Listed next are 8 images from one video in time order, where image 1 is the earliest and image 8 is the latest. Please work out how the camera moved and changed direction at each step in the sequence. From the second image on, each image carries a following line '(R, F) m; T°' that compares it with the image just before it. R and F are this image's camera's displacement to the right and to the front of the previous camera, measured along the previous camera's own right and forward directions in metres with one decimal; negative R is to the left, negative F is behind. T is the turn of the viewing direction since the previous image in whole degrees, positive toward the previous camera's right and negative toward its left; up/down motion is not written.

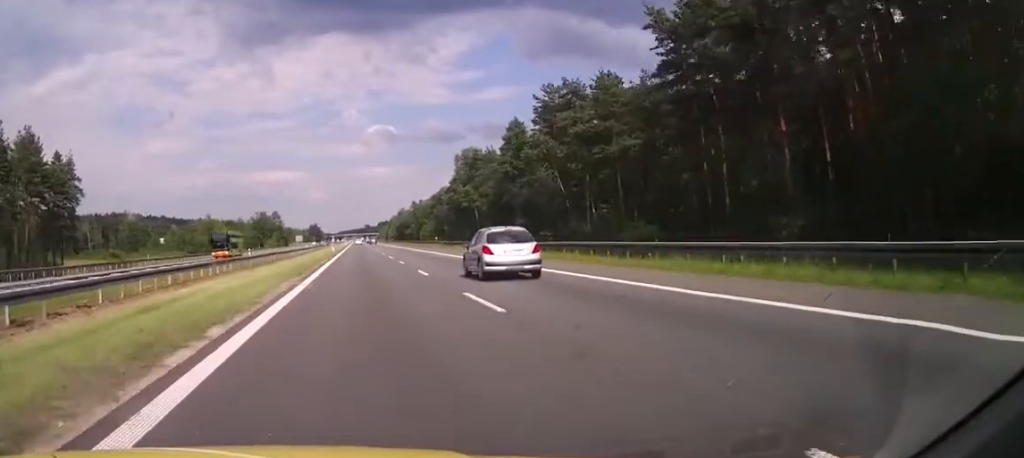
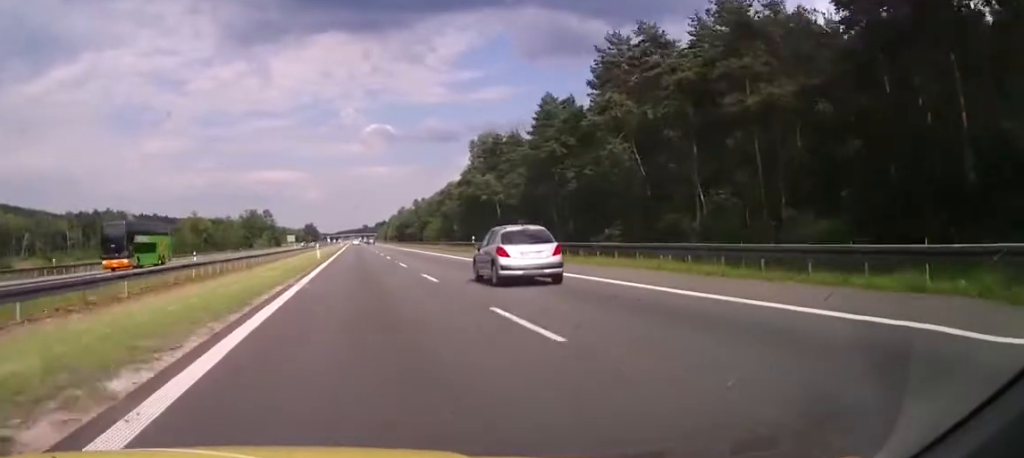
(+0.2, +26.1) m; 0°
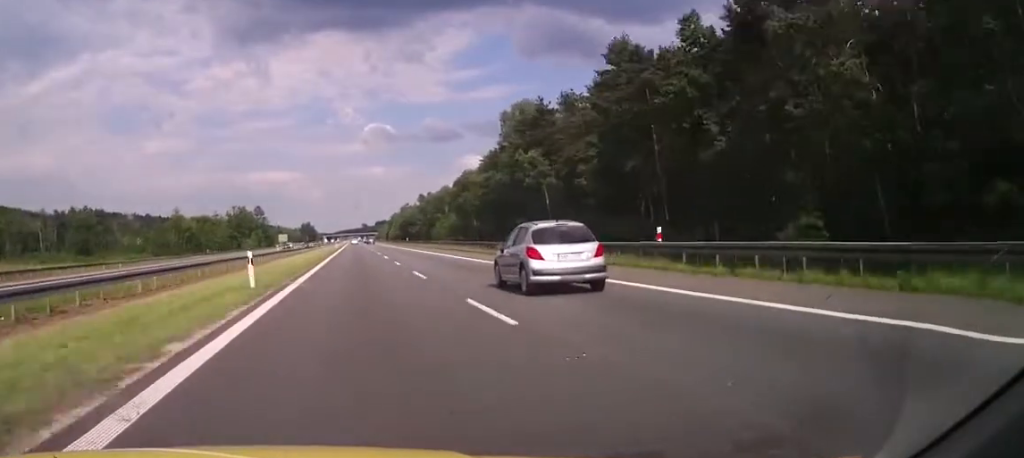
(0.0, +31.9) m; 0°
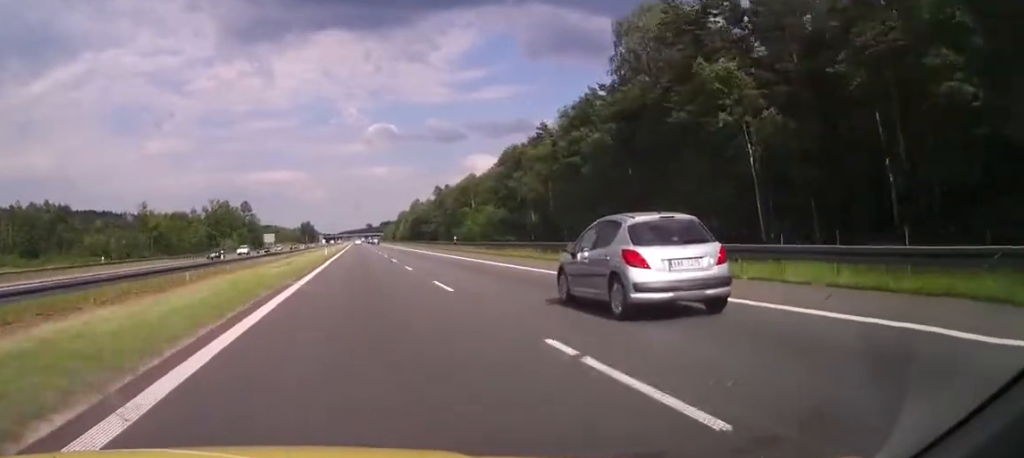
(-0.1, +49.3) m; 0°
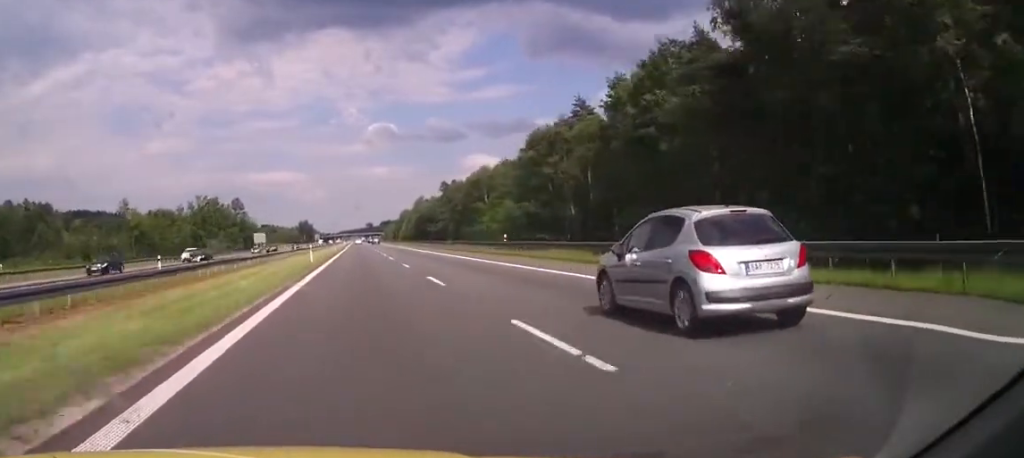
(0.0, +20.3) m; 0°
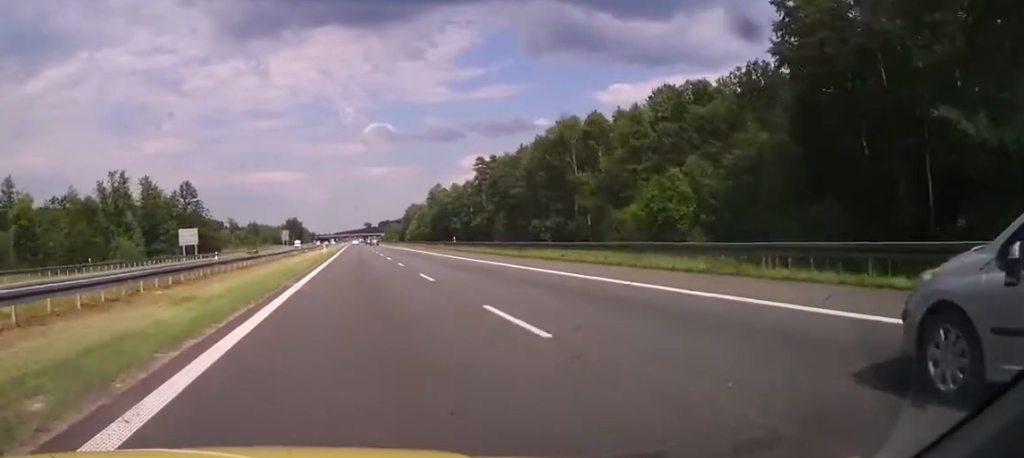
(+0.2, +84.4) m; 0°
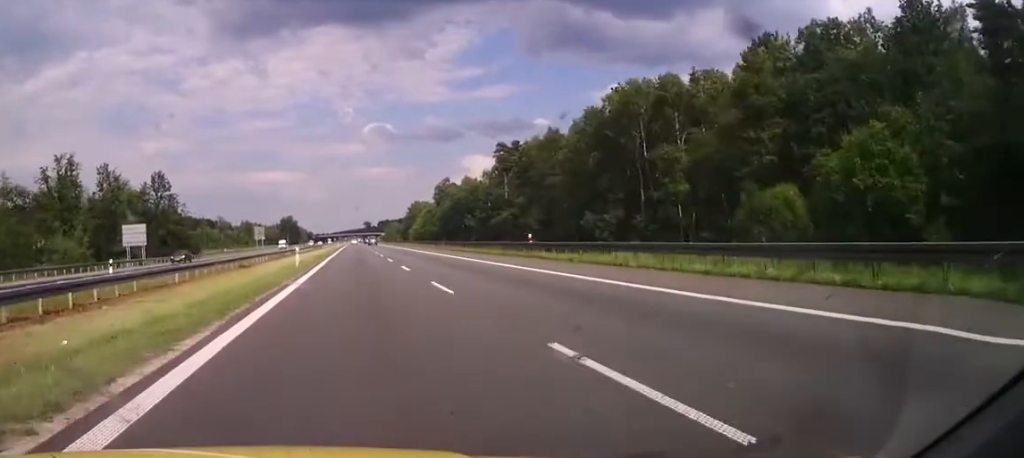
(+0.1, +29.5) m; 0°
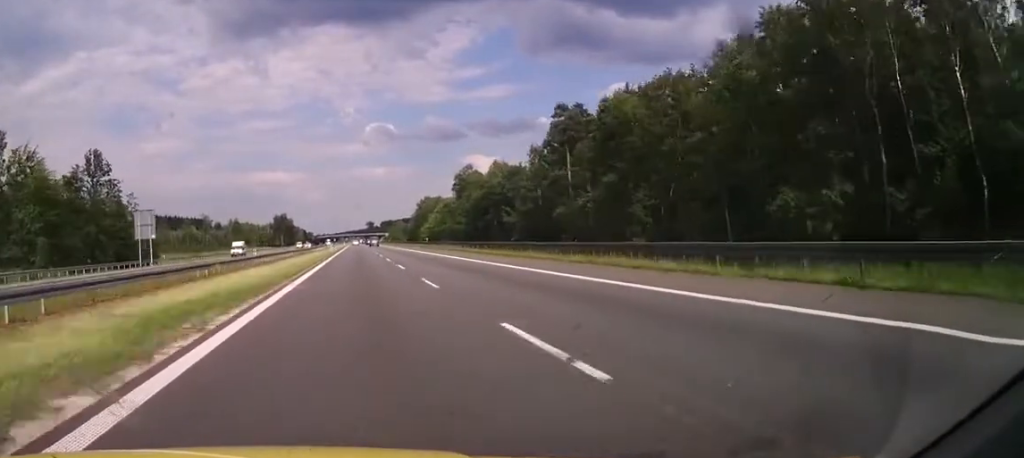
(+0.1, +45.8) m; 0°
